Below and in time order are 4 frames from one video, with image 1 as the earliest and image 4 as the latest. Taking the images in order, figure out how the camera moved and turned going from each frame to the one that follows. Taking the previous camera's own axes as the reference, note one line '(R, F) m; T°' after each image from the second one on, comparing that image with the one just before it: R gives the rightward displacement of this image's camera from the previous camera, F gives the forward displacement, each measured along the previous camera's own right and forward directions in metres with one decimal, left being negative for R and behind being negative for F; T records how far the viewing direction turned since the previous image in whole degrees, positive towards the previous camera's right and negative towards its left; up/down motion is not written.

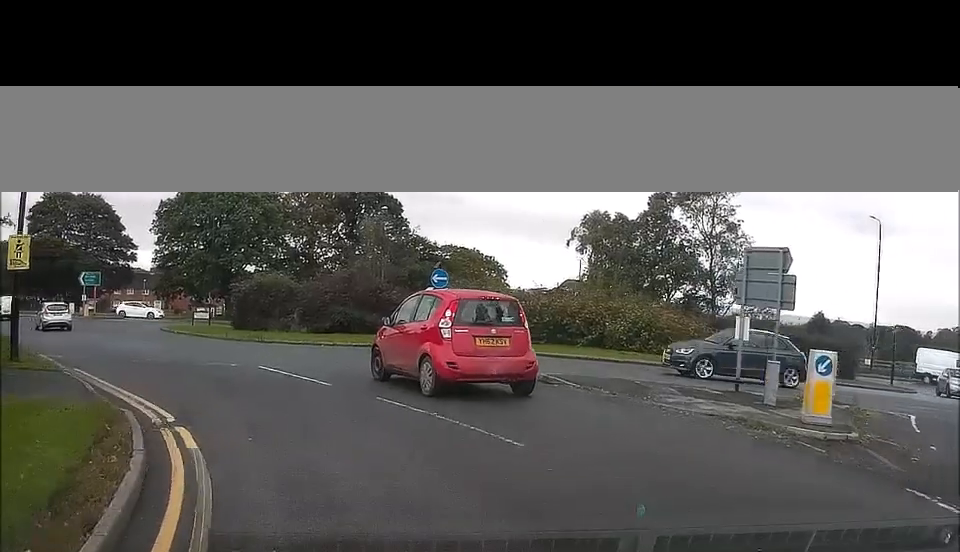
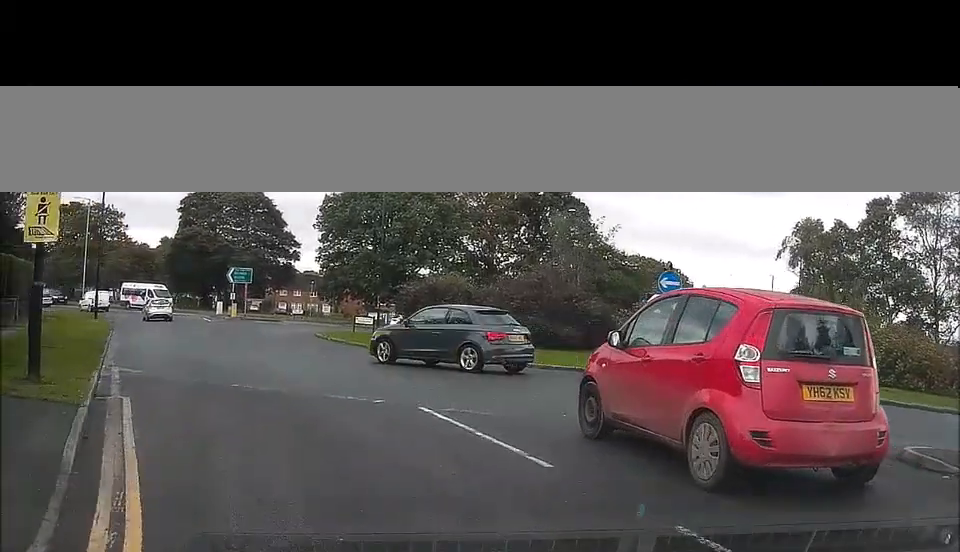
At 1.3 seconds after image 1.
(-0.3, +6.4) m; -12°
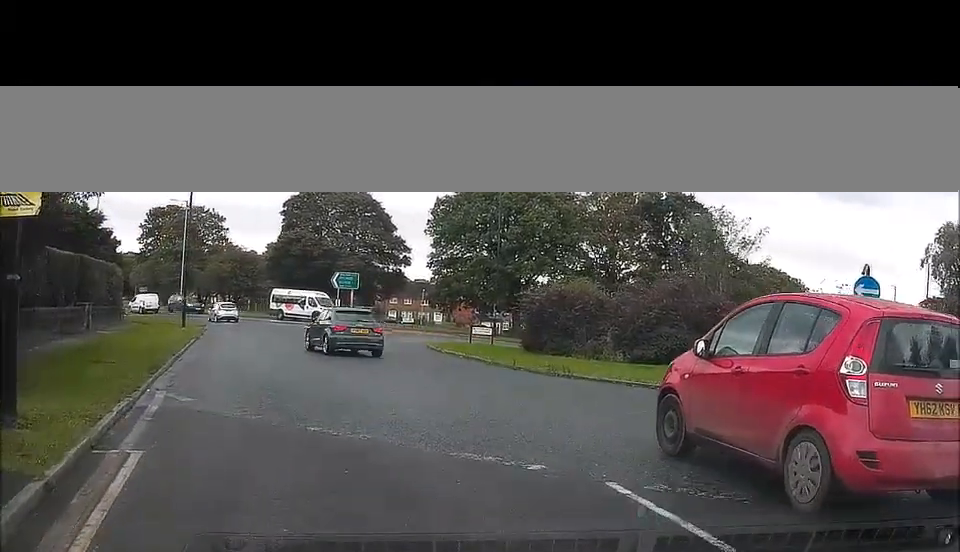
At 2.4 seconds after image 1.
(-0.5, +3.7) m; -20°
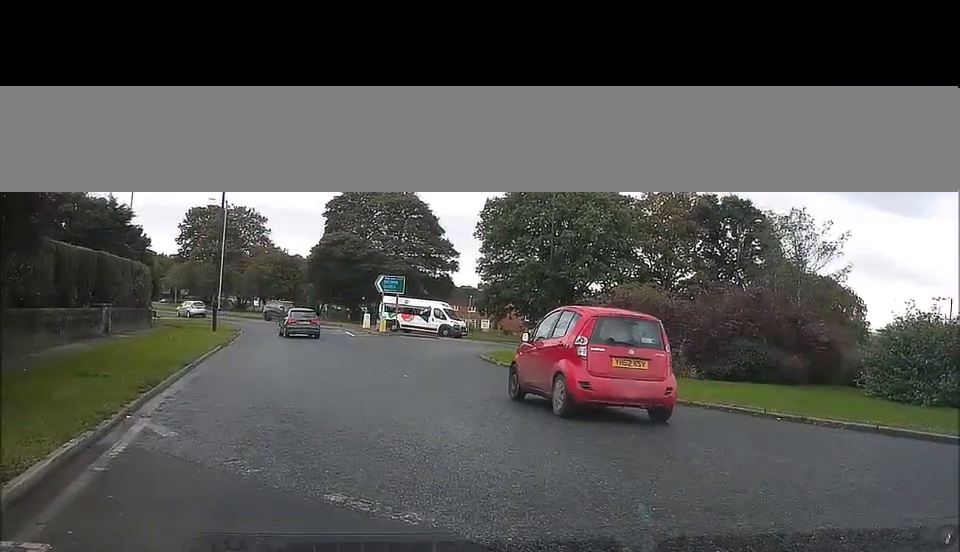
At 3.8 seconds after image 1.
(-0.9, +2.5) m; -4°
